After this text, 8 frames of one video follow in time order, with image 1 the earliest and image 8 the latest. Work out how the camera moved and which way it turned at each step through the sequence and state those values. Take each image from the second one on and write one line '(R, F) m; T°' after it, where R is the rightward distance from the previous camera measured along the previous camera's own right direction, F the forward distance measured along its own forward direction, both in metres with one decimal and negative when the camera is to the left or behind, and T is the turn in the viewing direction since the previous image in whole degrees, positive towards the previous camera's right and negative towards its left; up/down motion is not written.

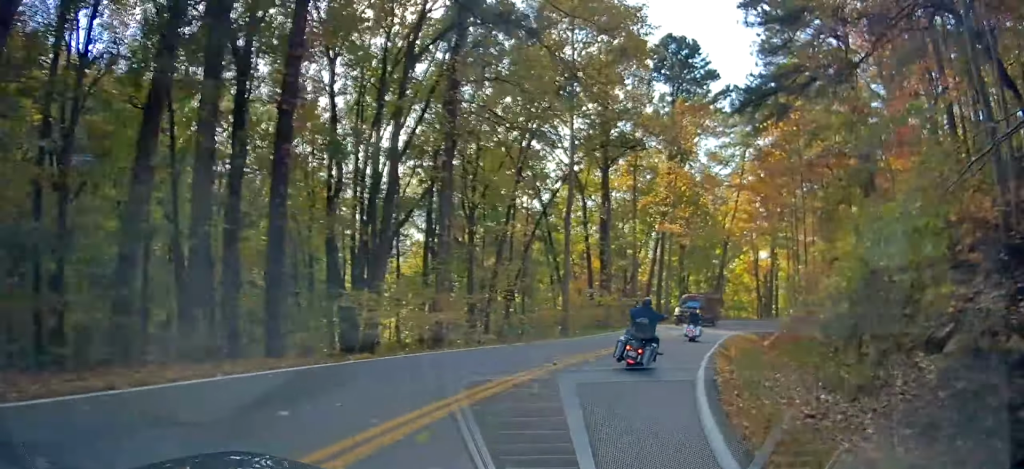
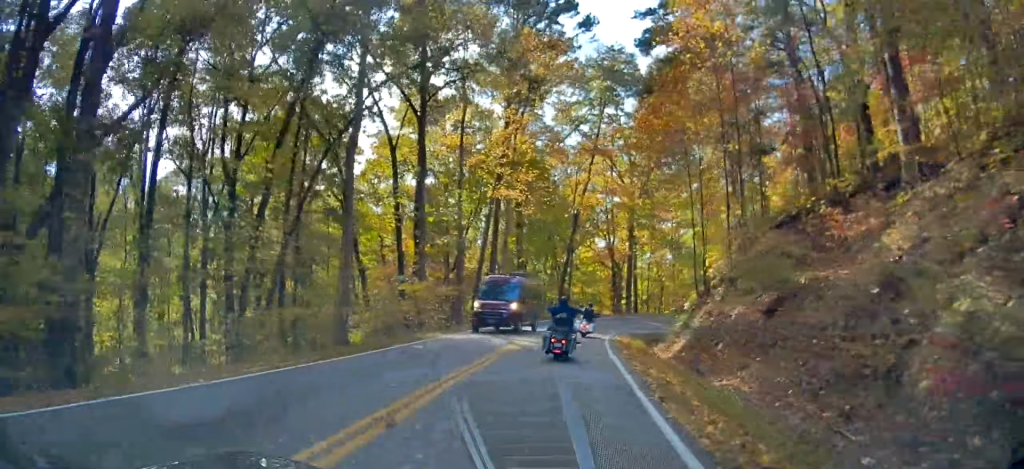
(+1.5, +14.8) m; +11°
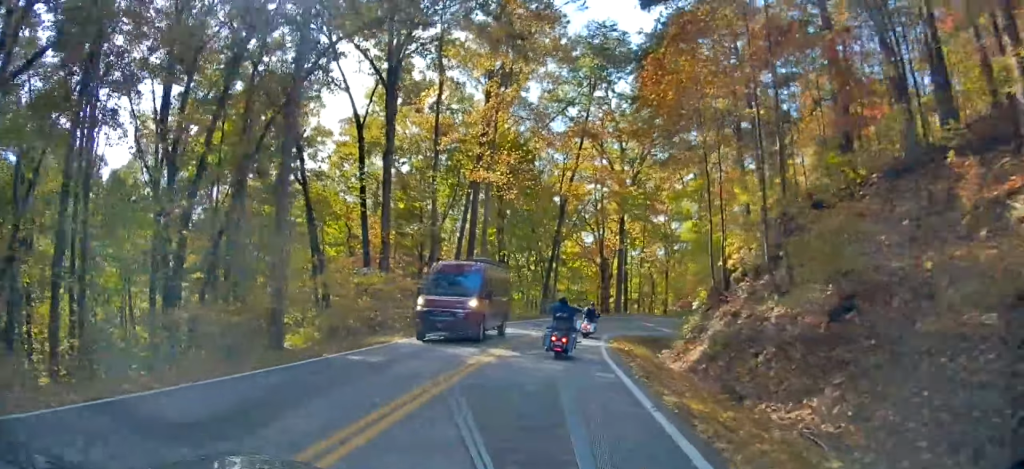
(+0.2, +5.0) m; +3°
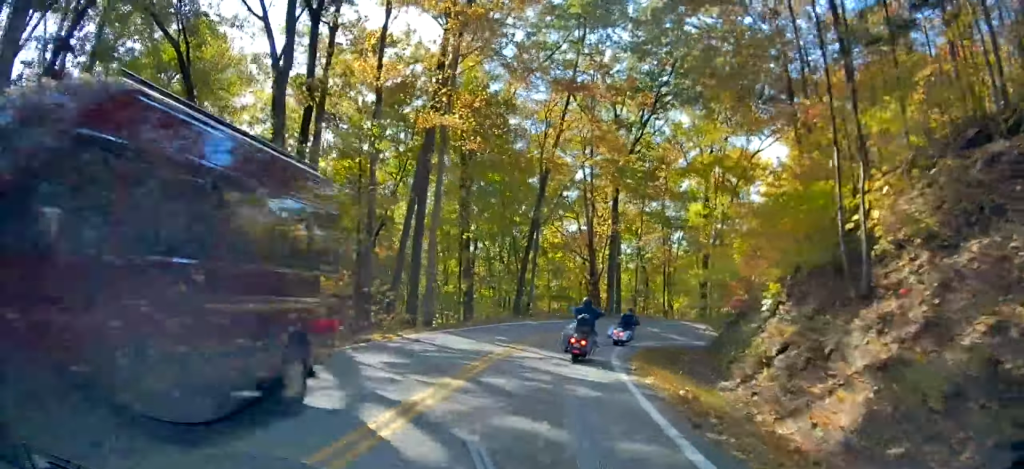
(+0.4, +10.7) m; +5°
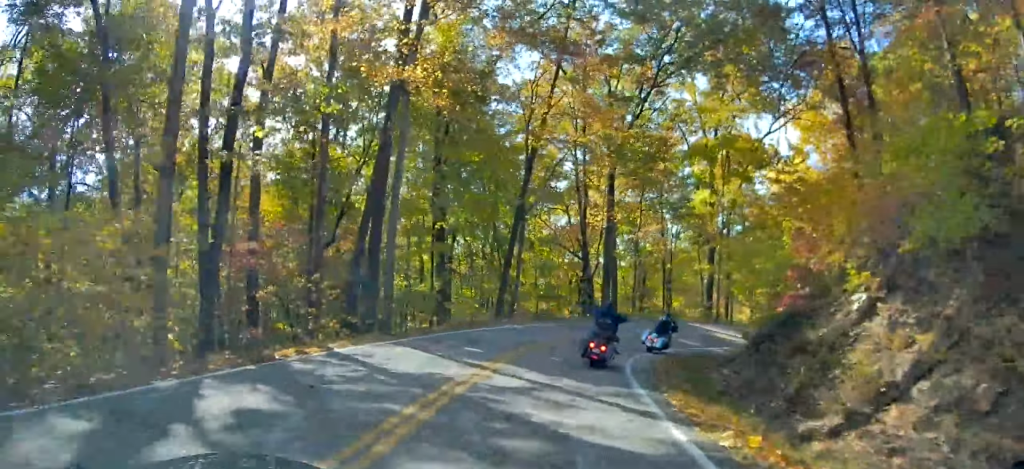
(+0.1, +5.2) m; +3°
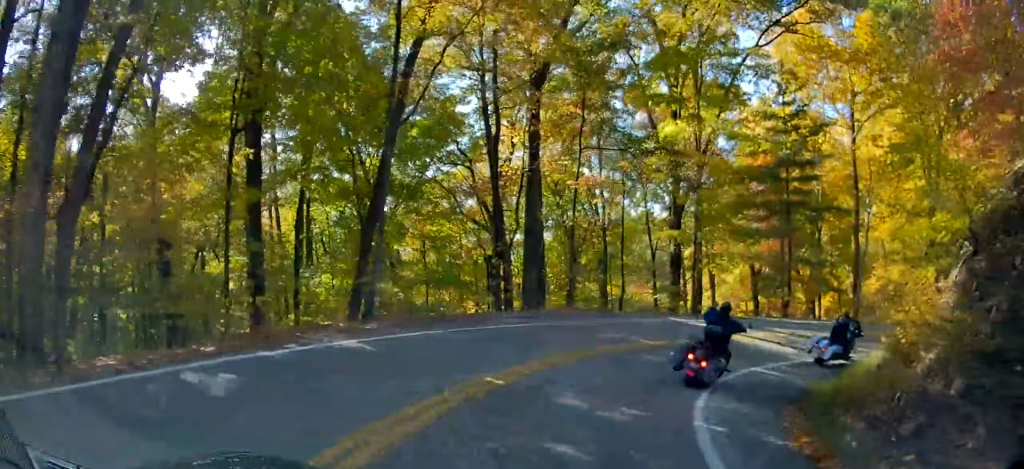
(+0.8, +13.9) m; +14°
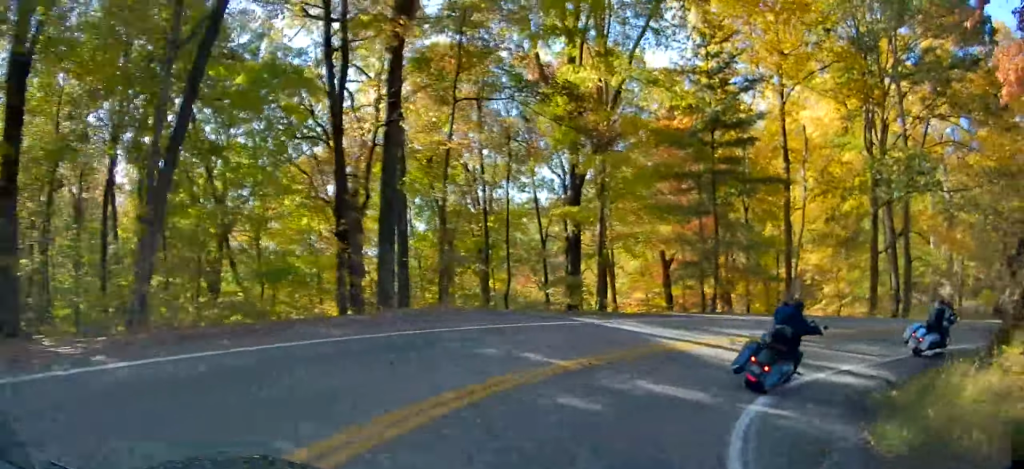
(+1.0, +6.6) m; +15°
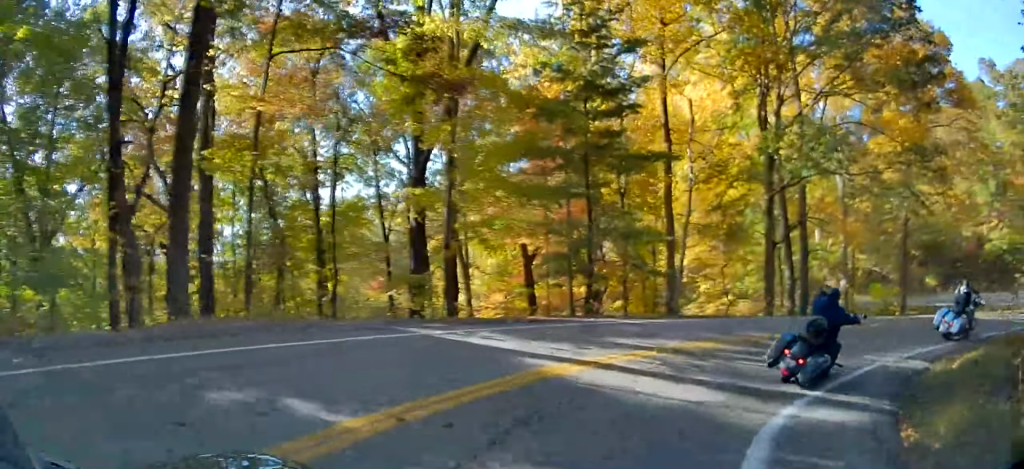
(0.0, +5.3) m; +13°
